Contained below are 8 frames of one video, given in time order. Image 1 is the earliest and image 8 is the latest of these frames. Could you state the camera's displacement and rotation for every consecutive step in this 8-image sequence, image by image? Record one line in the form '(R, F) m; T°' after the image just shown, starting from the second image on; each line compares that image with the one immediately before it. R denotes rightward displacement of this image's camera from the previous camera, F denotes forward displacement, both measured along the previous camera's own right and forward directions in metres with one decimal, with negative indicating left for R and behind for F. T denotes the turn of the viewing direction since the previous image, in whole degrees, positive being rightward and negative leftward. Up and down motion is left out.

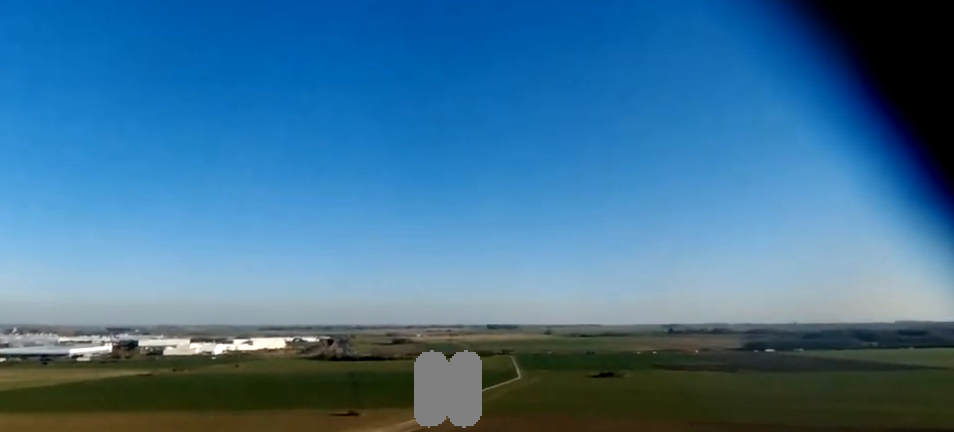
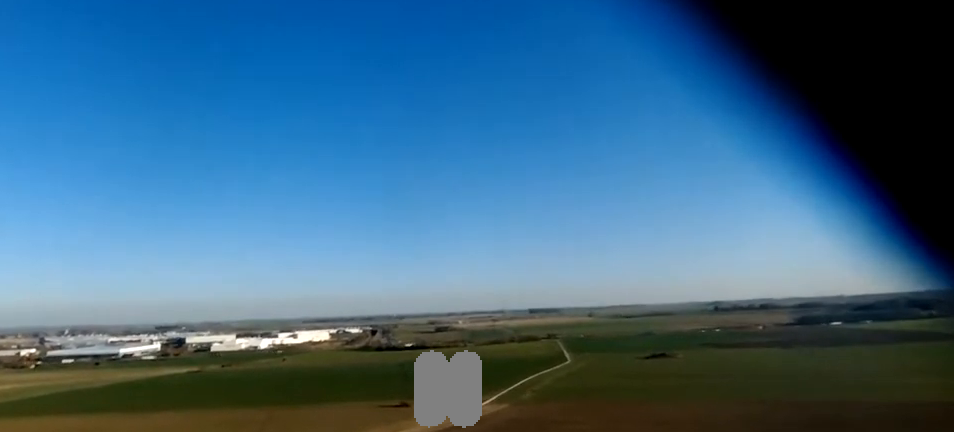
(-0.5, +12.2) m; 0°
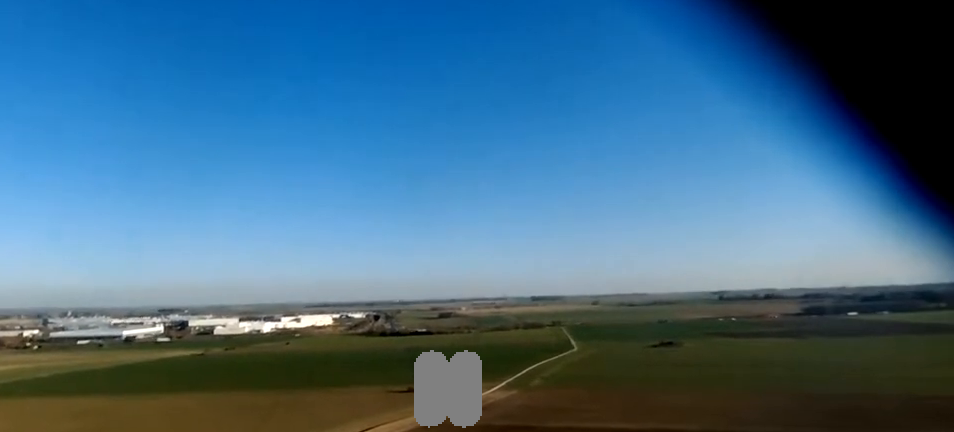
(0.0, +10.5) m; +2°
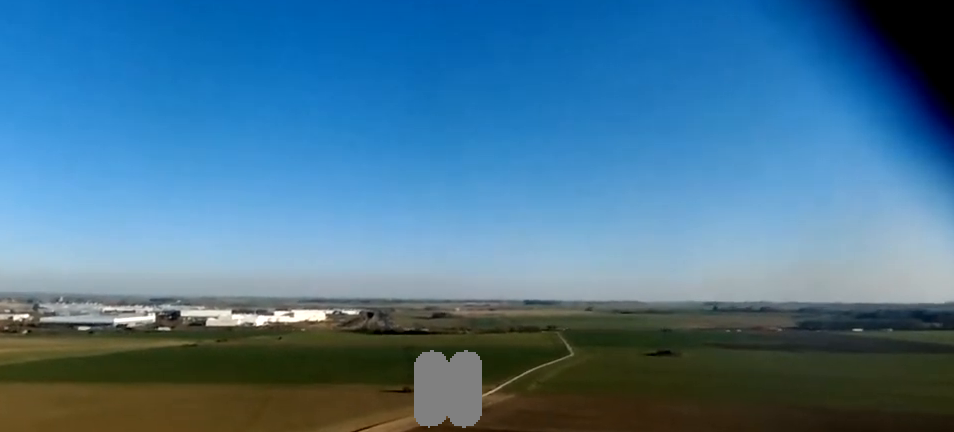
(+0.7, +10.1) m; 0°
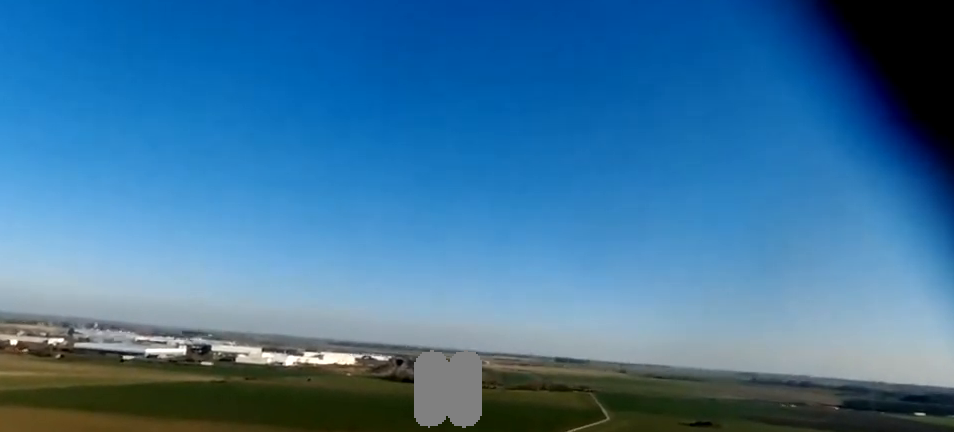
(-0.4, +11.3) m; -3°
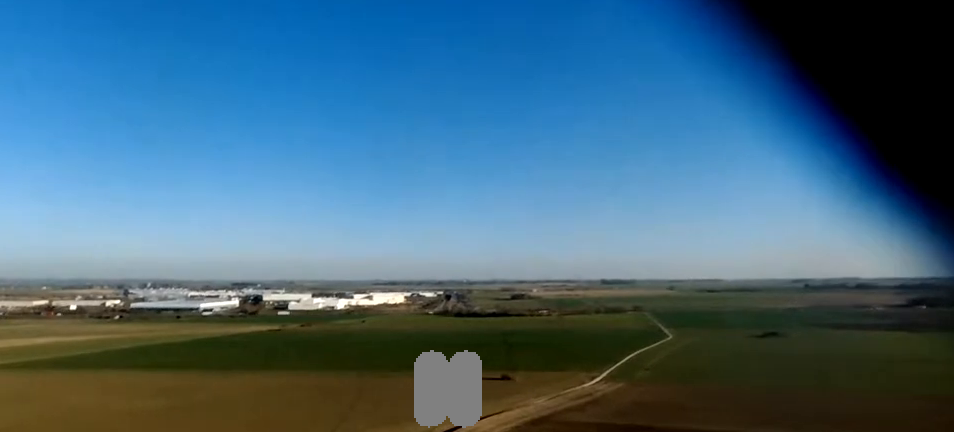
(-0.8, +20.4) m; -6°
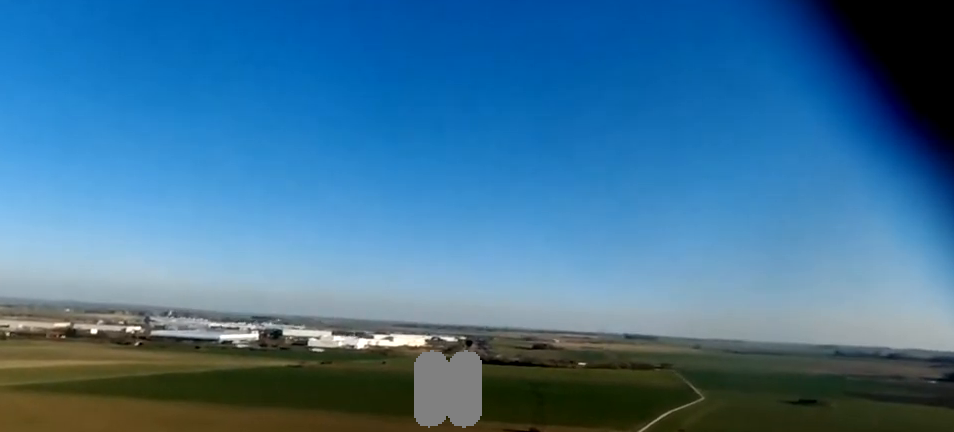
(-0.8, +13.7) m; -3°
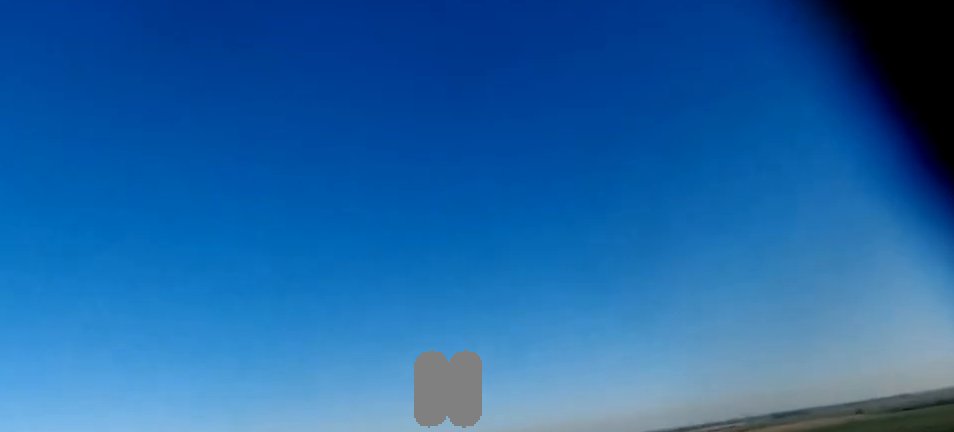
(-0.9, +23.2) m; -3°
